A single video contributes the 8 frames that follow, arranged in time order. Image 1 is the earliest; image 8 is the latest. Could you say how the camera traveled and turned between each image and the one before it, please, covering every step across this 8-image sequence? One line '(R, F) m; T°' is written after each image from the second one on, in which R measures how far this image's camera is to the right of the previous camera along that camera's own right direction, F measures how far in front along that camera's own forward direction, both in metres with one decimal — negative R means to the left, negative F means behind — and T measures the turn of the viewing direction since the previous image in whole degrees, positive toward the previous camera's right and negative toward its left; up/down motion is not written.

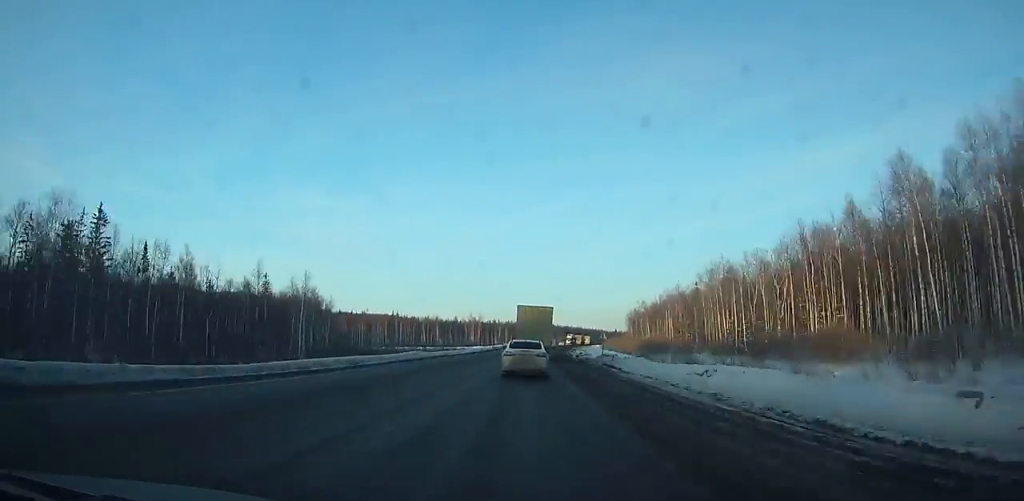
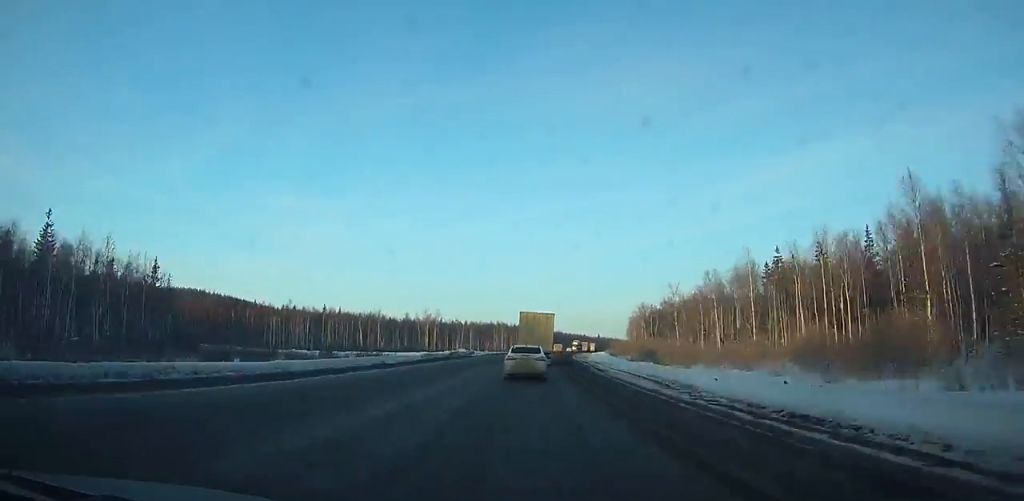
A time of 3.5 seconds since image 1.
(+1.2, +66.6) m; +3°
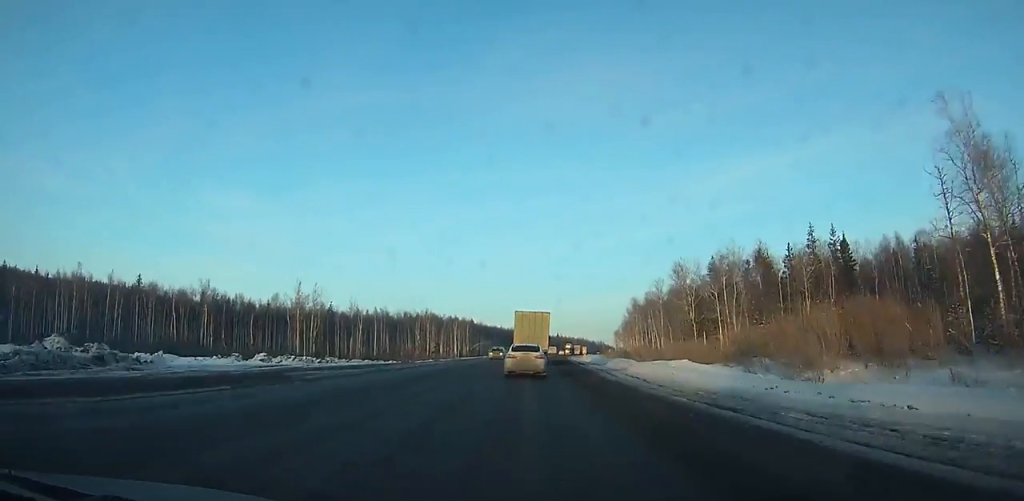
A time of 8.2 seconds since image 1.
(+4.3, +88.6) m; +5°
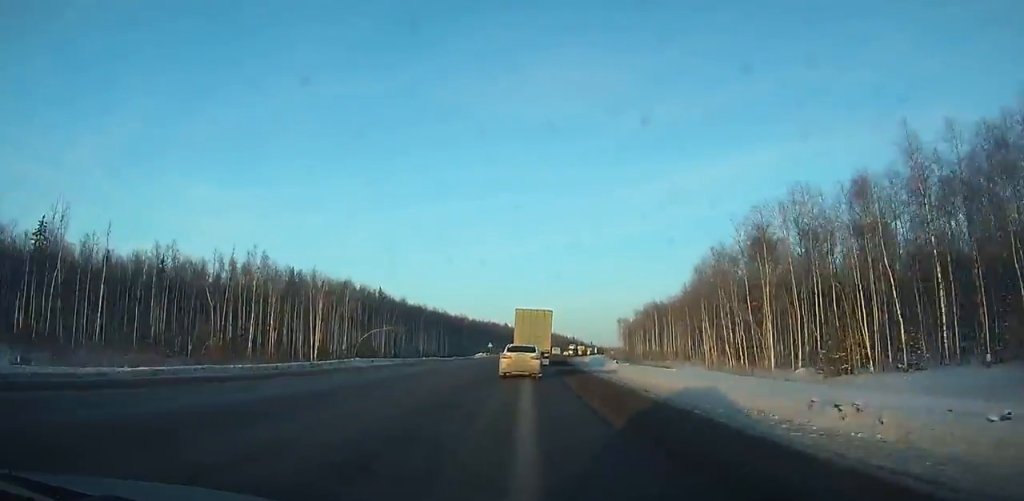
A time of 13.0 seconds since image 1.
(+3.0, +91.6) m; +4°
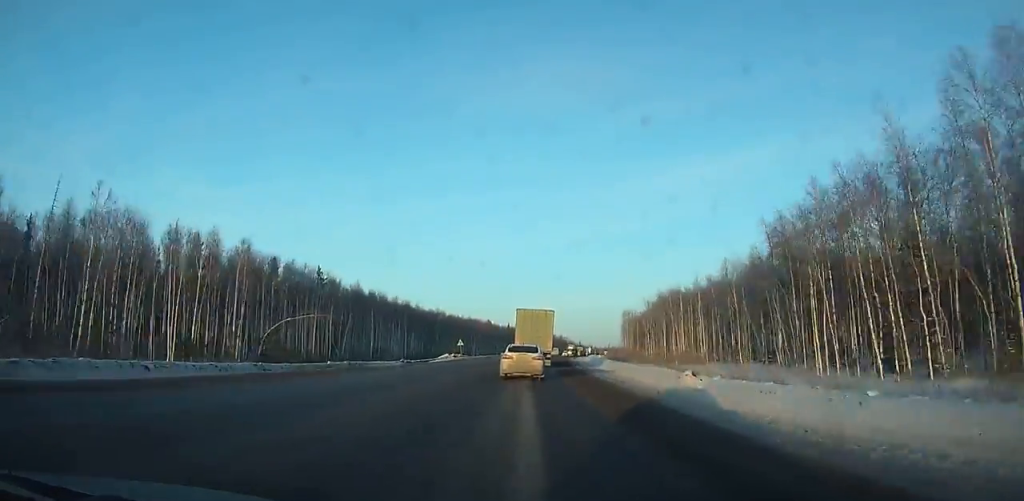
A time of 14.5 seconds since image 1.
(+0.4, +28.9) m; +1°
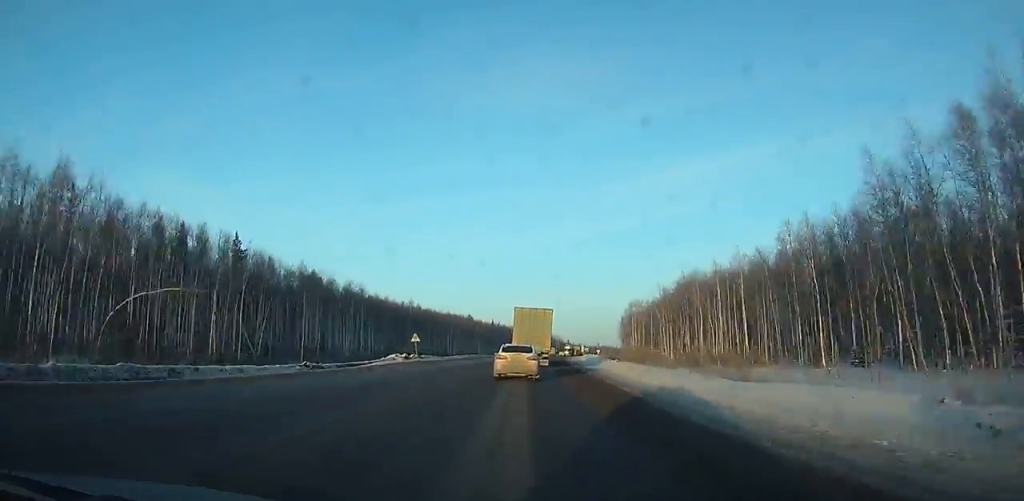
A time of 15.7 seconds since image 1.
(+0.1, +23.1) m; +1°
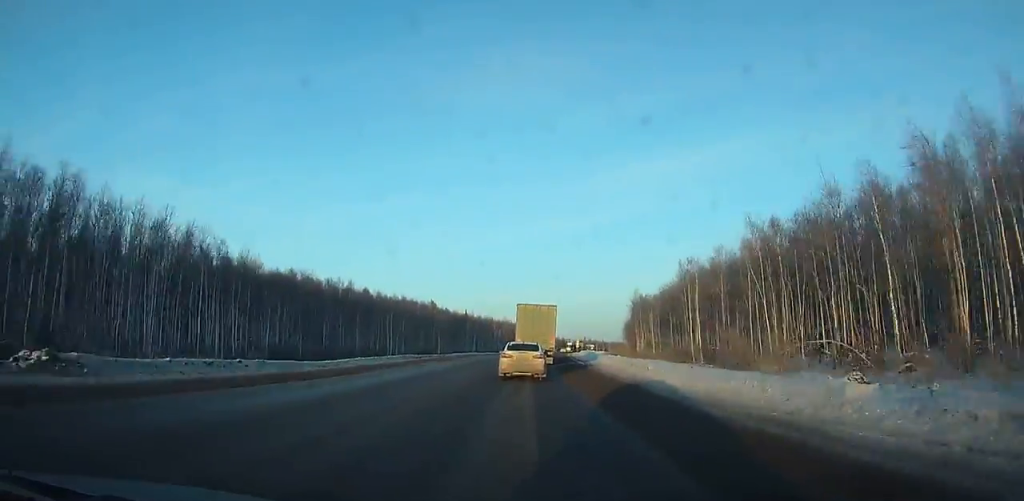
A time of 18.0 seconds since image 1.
(+0.8, +44.2) m; +2°
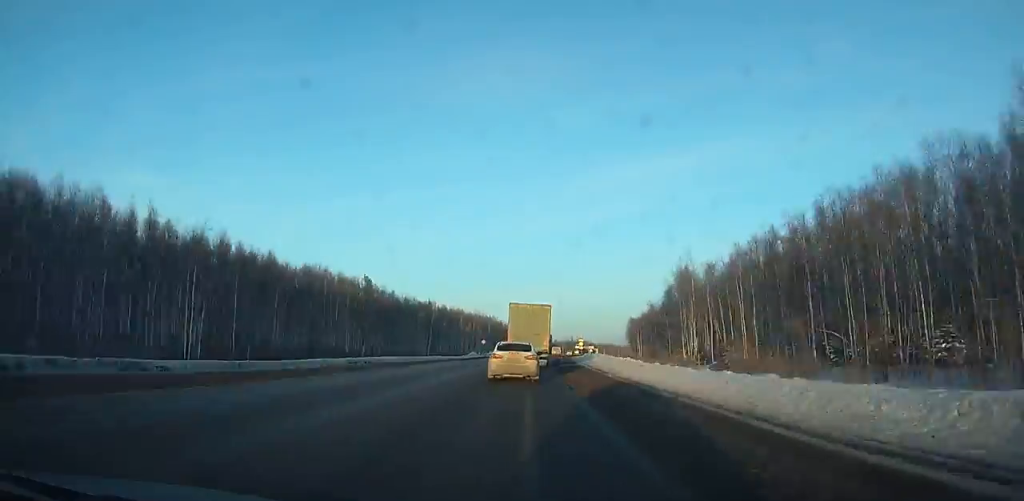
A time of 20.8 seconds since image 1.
(+1.4, +53.1) m; +3°
